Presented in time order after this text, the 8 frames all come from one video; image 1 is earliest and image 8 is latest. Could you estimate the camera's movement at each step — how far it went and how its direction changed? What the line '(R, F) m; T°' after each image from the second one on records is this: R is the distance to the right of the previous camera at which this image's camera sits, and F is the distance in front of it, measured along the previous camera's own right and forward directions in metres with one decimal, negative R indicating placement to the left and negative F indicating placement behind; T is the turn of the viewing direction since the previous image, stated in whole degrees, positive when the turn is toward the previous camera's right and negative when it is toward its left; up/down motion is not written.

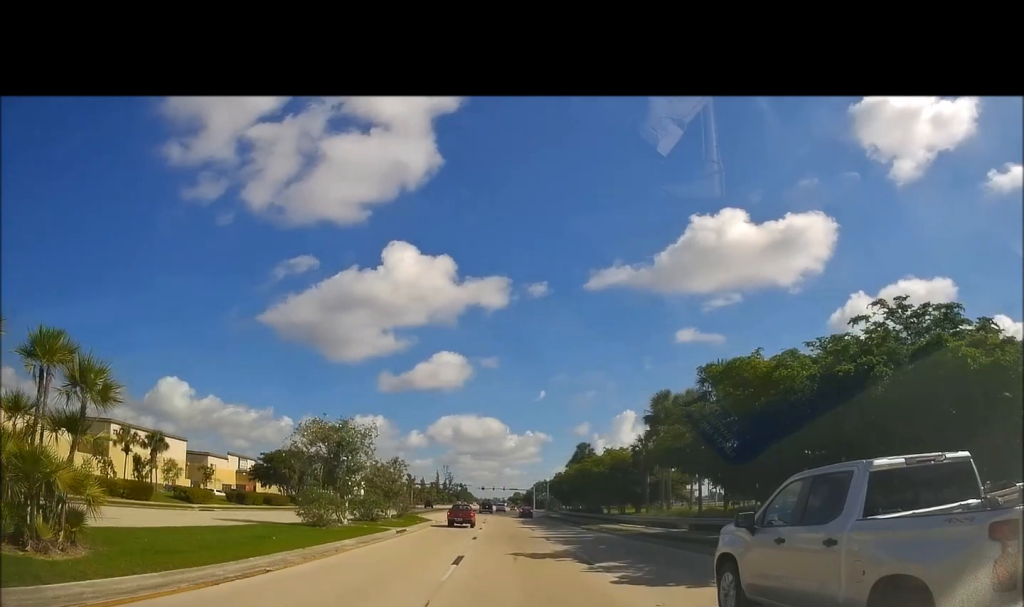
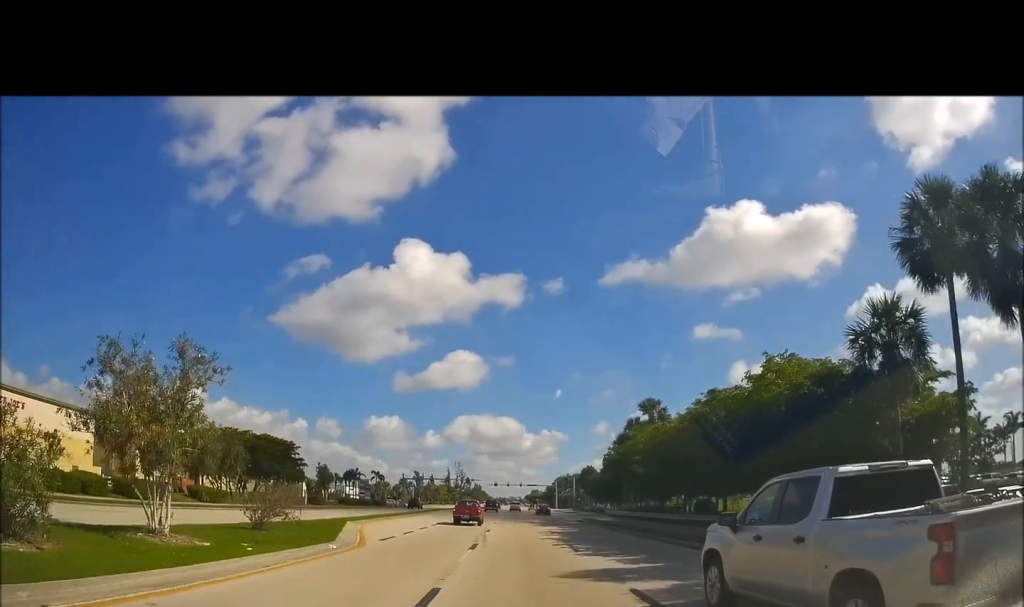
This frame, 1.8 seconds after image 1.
(-0.5, +33.3) m; 0°
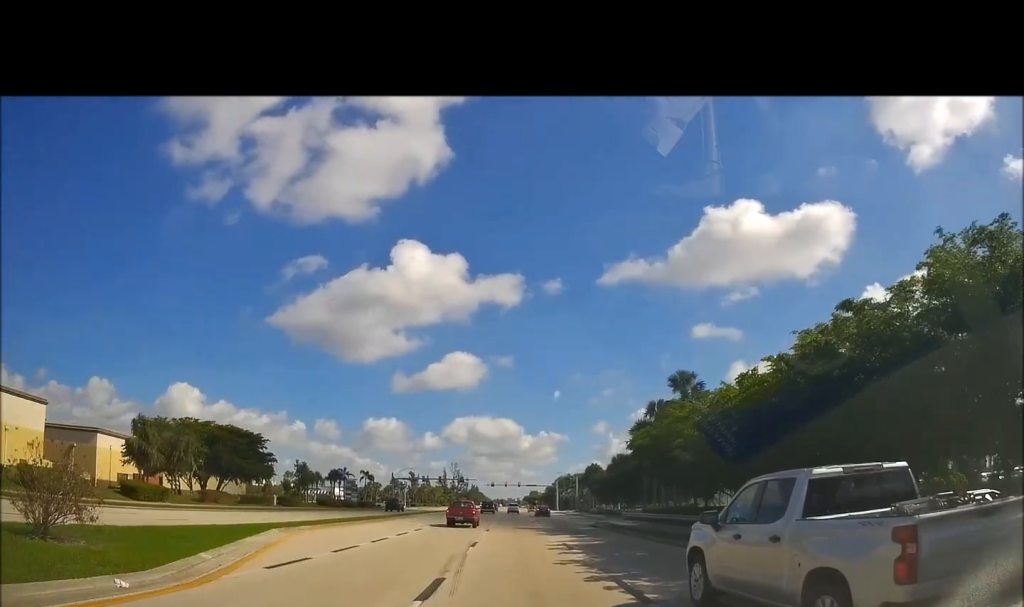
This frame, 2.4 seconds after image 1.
(0.0, +10.9) m; 0°
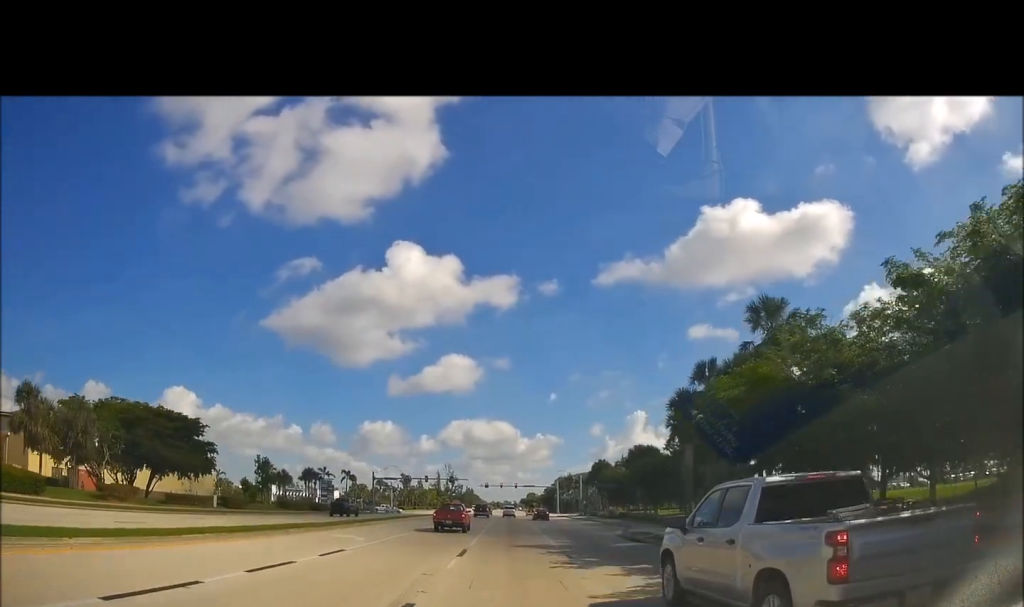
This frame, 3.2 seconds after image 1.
(-0.1, +15.2) m; -1°
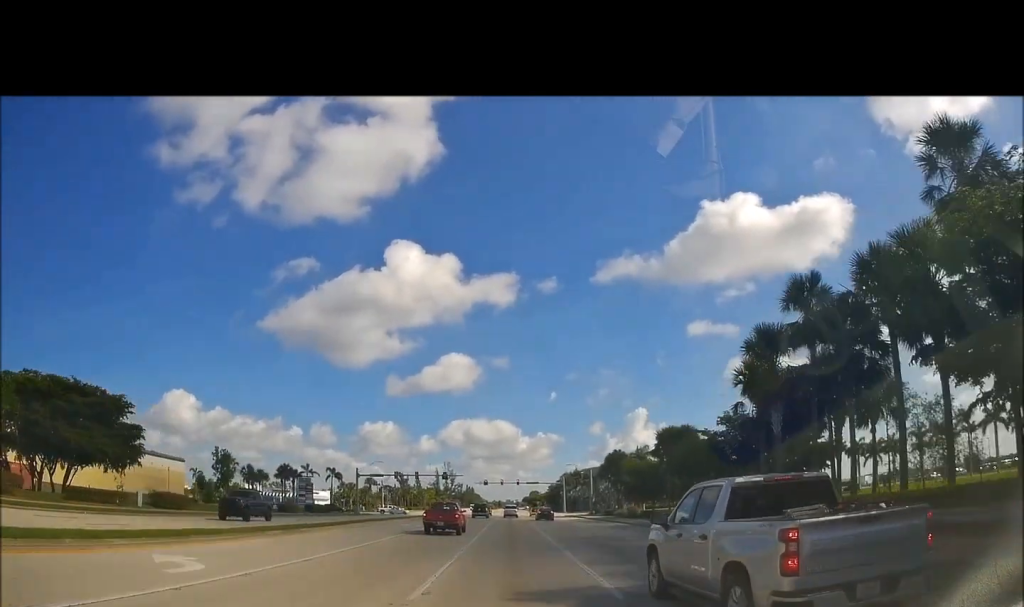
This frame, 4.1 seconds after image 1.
(-0.2, +14.0) m; -1°
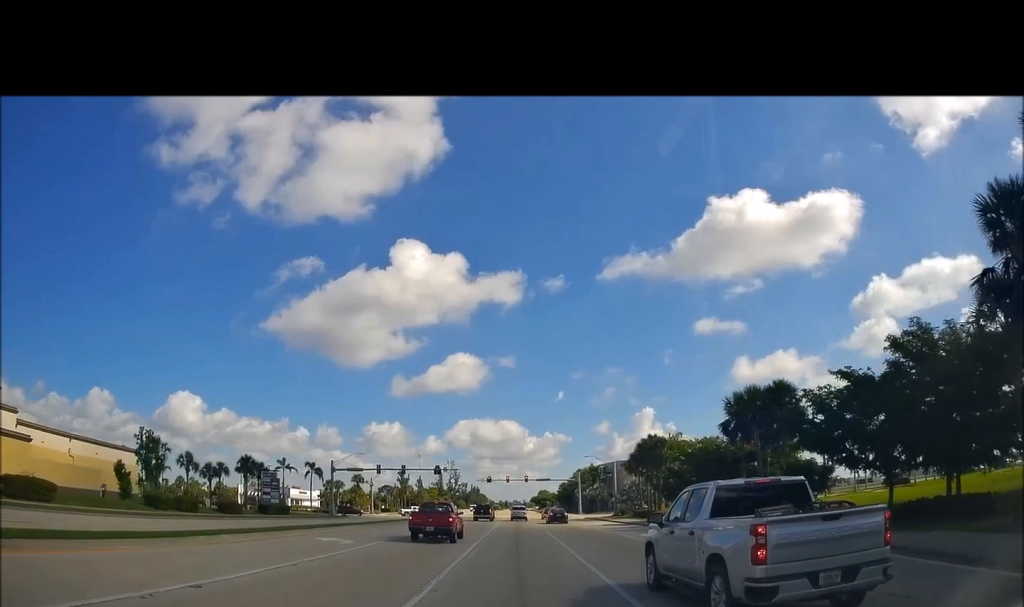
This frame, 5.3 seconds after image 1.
(+0.2, +19.0) m; +2°
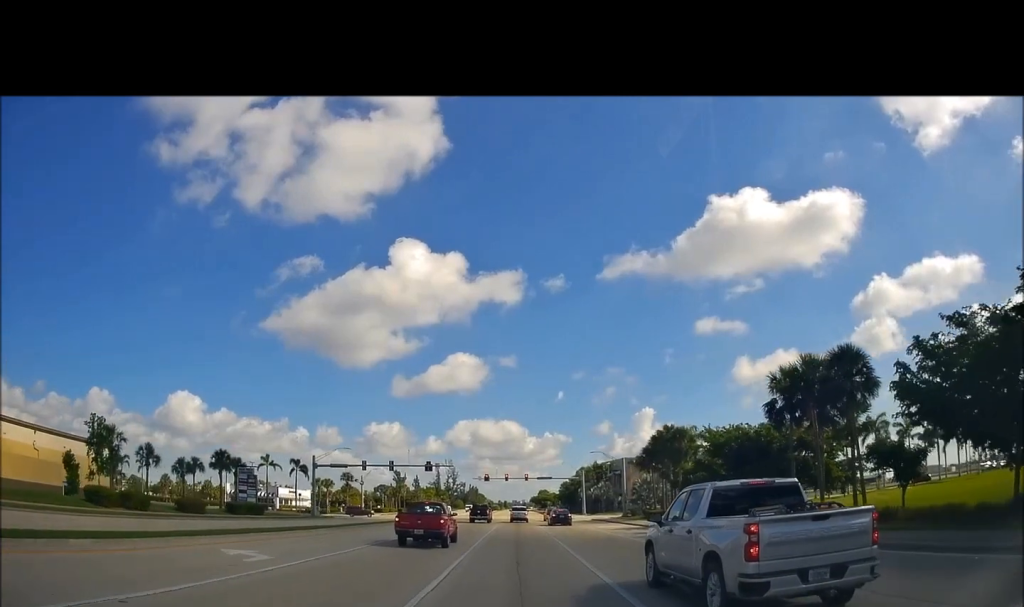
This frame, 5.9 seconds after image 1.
(+0.2, +8.4) m; 0°
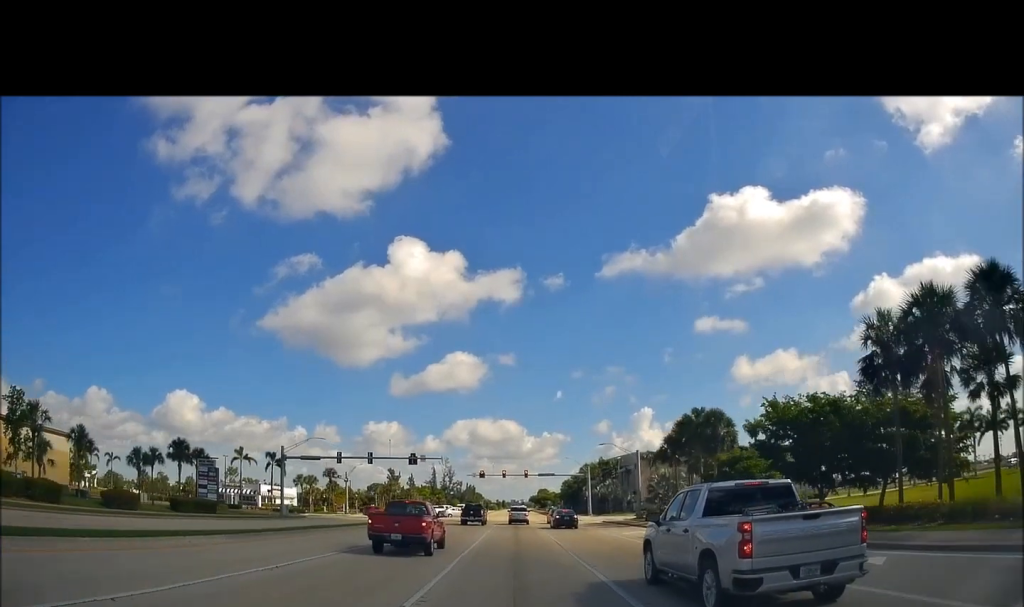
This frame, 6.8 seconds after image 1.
(-0.1, +11.4) m; -3°
